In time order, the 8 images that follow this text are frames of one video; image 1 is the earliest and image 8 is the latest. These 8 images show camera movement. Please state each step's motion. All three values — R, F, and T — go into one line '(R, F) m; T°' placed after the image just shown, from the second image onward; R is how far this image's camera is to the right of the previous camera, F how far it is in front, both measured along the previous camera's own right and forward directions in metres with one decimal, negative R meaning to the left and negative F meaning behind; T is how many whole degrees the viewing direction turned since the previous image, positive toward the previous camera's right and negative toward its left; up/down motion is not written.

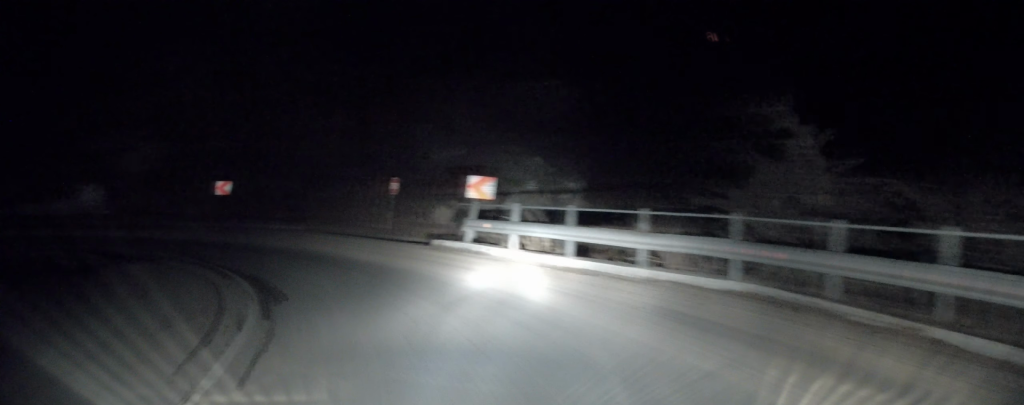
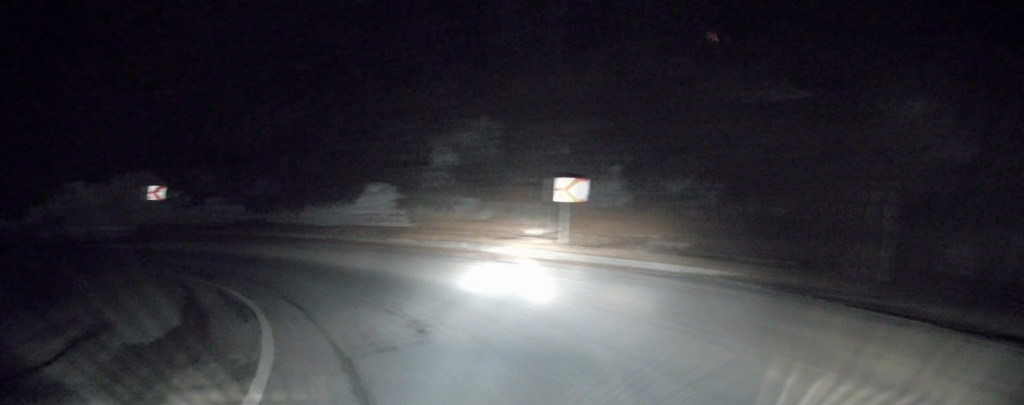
(-1.8, +10.8) m; -34°
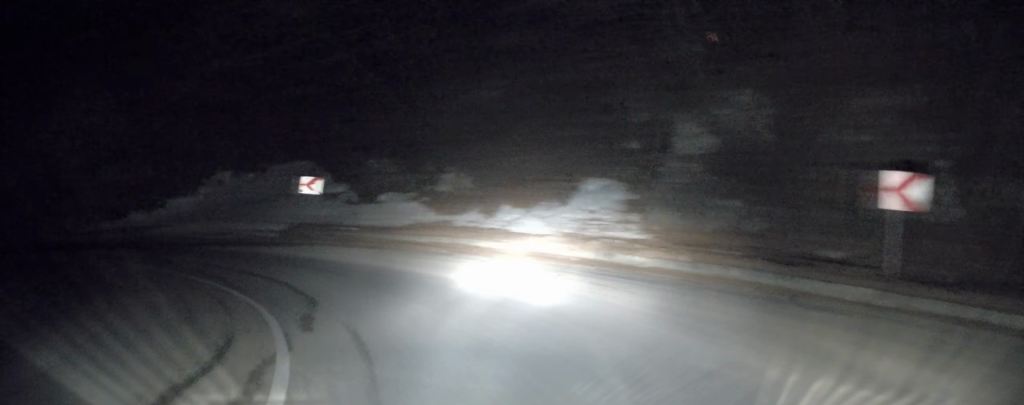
(-1.5, +2.6) m; -29°
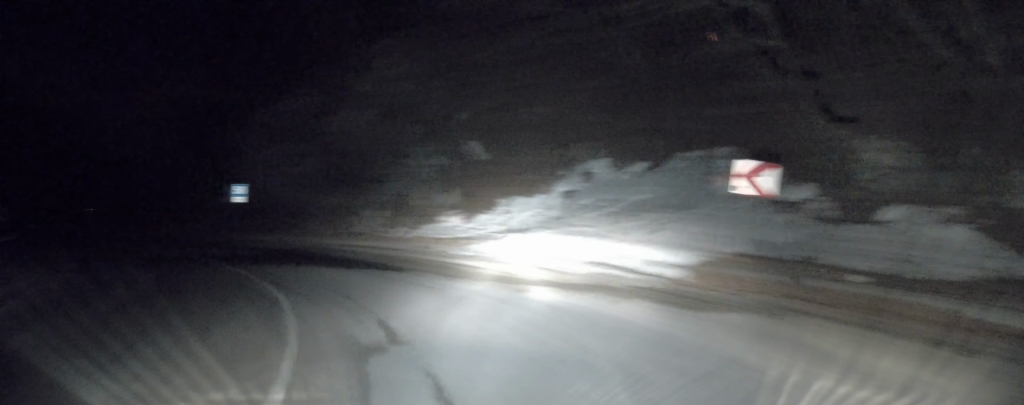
(-2.1, +6.4) m; -36°
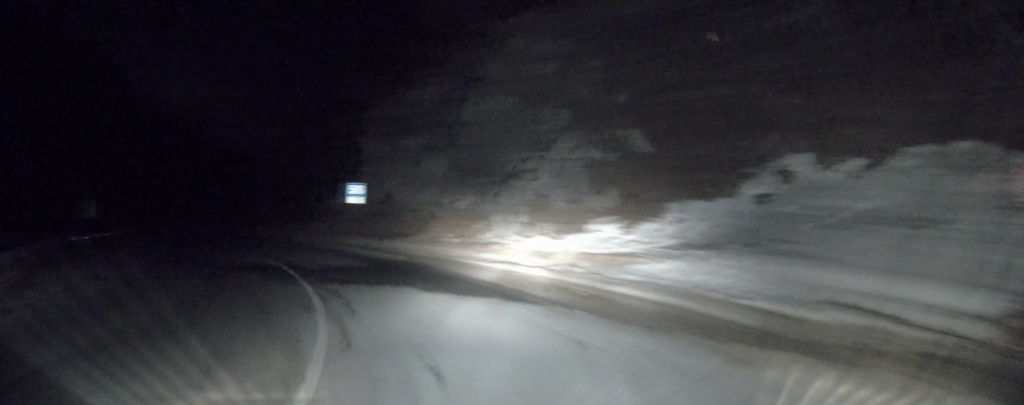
(-0.5, +3.0) m; -11°
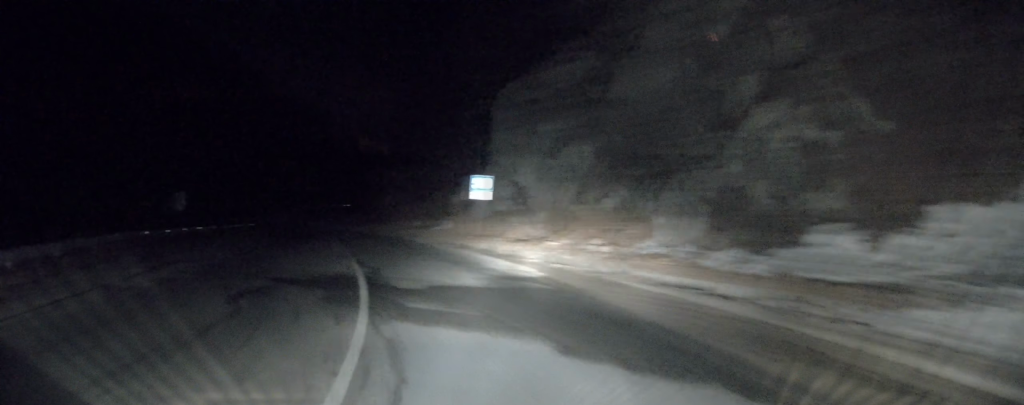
(-0.3, +3.6) m; -12°
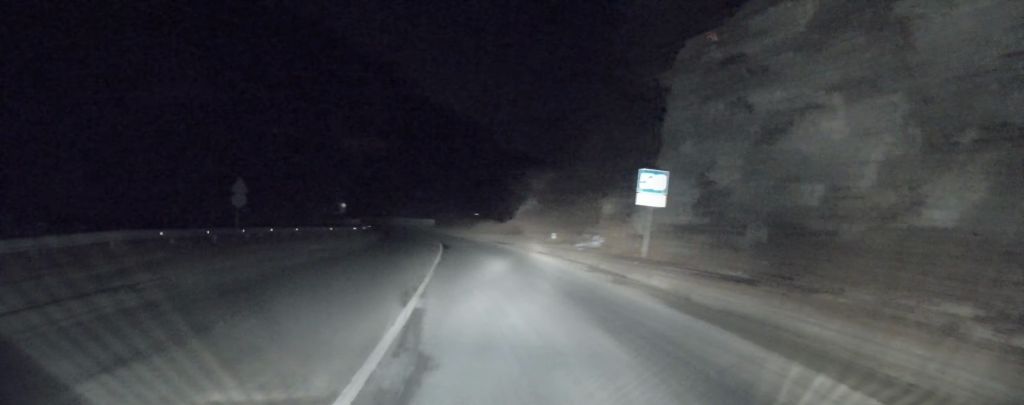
(-1.5, +7.8) m; -19°
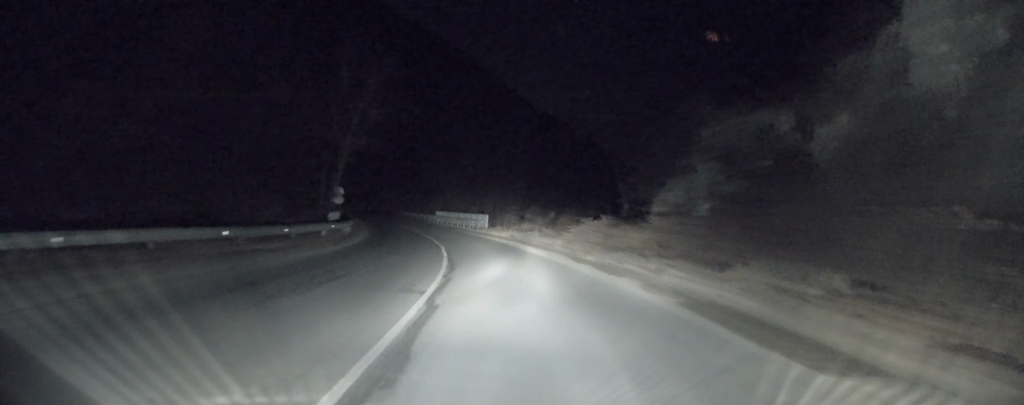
(-8.6, +31.4) m; -18°
